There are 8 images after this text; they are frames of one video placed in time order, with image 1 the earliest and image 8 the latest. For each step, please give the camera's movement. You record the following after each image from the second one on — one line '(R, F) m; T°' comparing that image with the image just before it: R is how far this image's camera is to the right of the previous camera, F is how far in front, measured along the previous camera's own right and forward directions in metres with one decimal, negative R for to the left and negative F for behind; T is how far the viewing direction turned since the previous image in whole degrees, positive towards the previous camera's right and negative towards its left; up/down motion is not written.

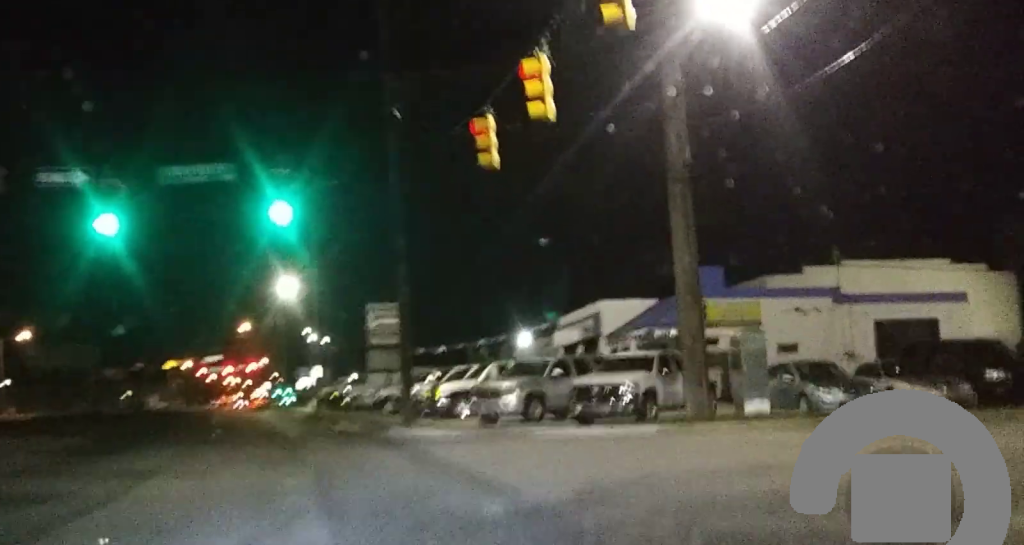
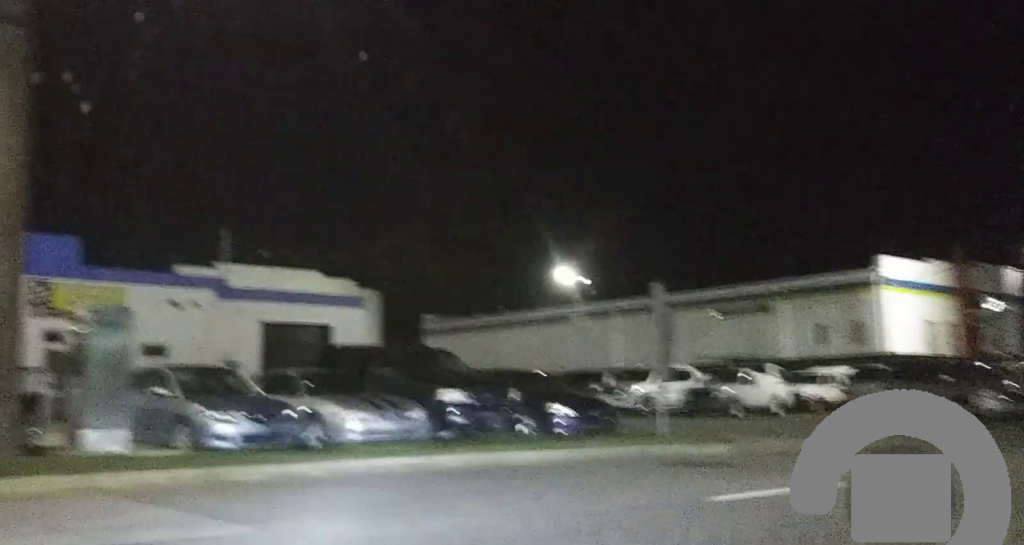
(+2.8, +11.7) m; +30°
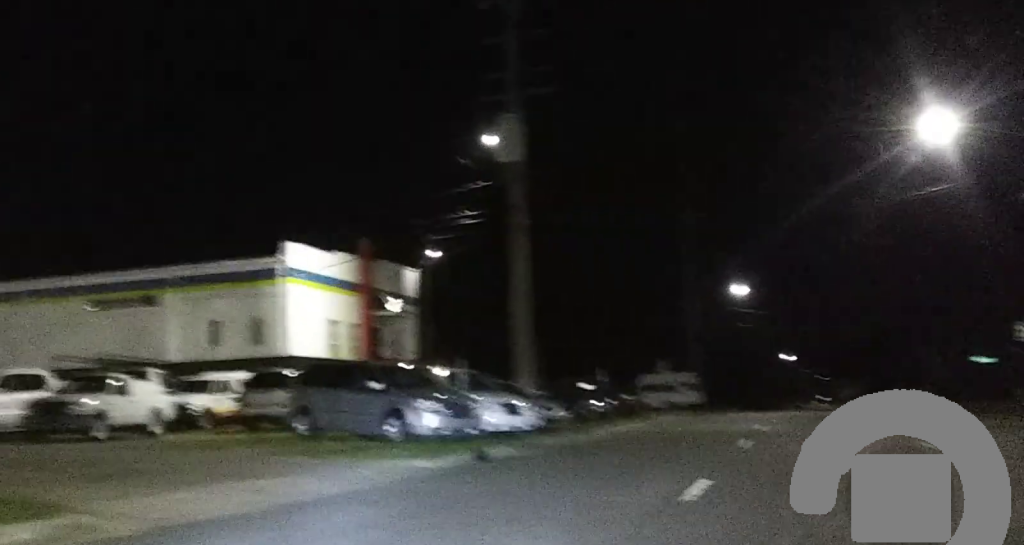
(+2.6, +10.0) m; +26°
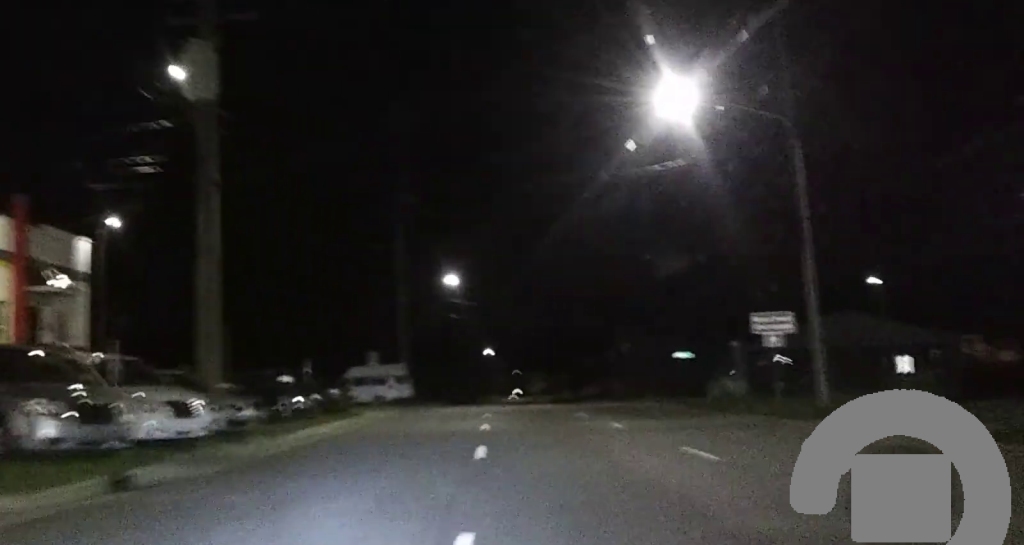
(+0.7, +6.5) m; +11°
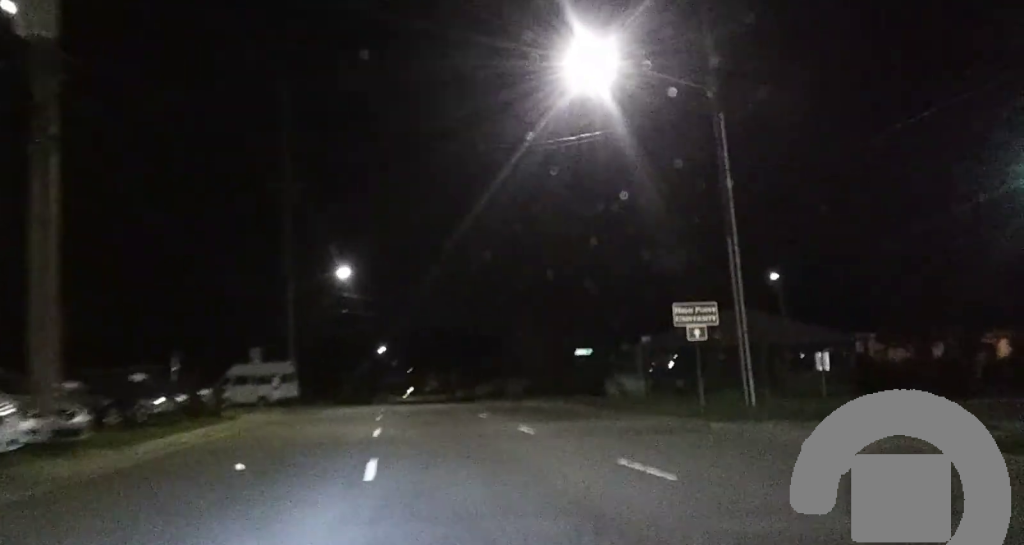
(+0.1, +3.8) m; +5°
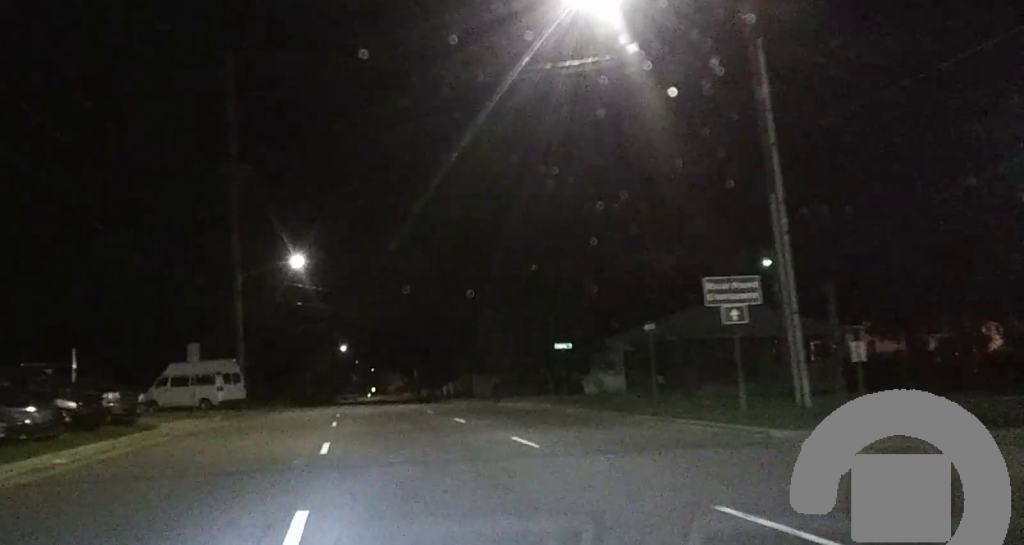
(+0.6, +6.5) m; +5°
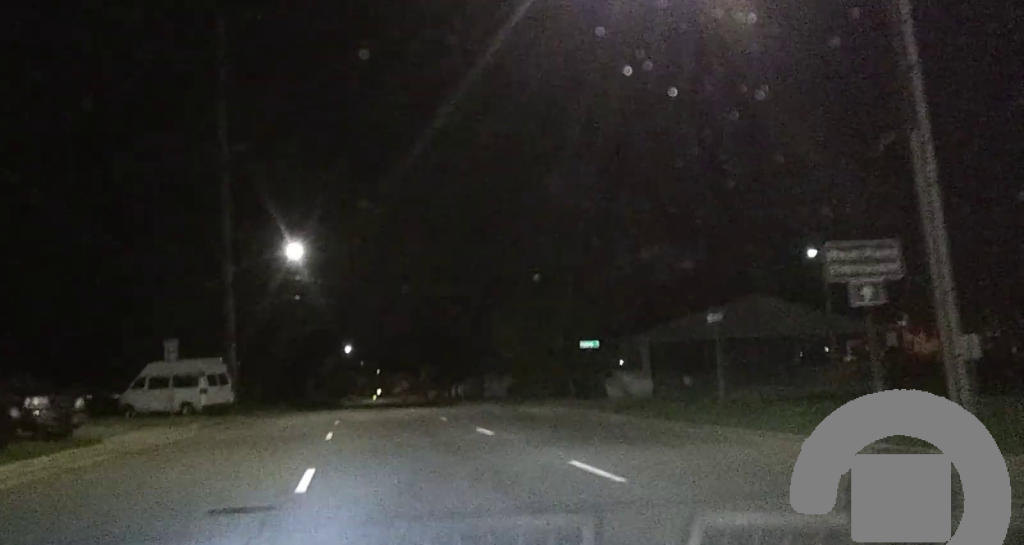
(+0.1, +6.2) m; 0°
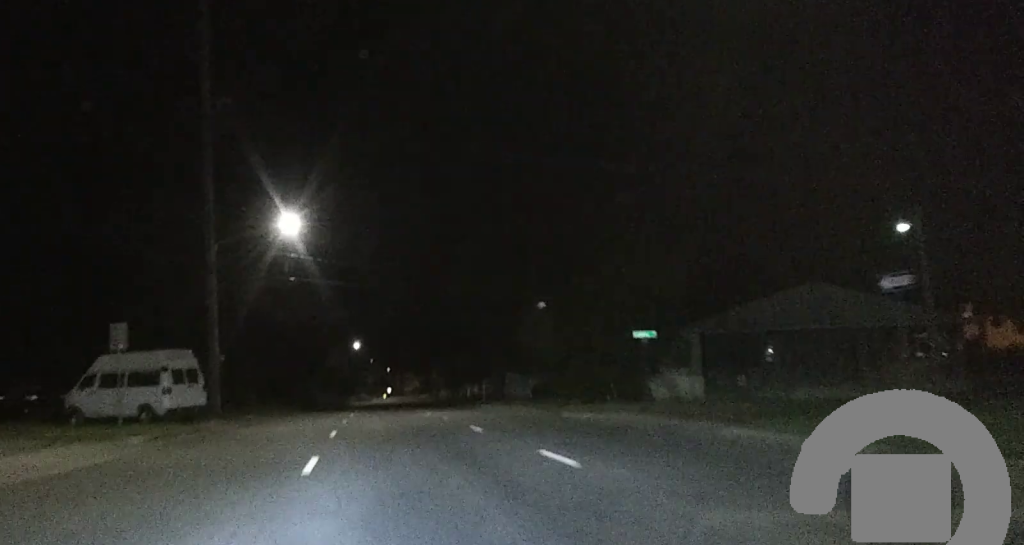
(-0.2, +10.6) m; -1°
